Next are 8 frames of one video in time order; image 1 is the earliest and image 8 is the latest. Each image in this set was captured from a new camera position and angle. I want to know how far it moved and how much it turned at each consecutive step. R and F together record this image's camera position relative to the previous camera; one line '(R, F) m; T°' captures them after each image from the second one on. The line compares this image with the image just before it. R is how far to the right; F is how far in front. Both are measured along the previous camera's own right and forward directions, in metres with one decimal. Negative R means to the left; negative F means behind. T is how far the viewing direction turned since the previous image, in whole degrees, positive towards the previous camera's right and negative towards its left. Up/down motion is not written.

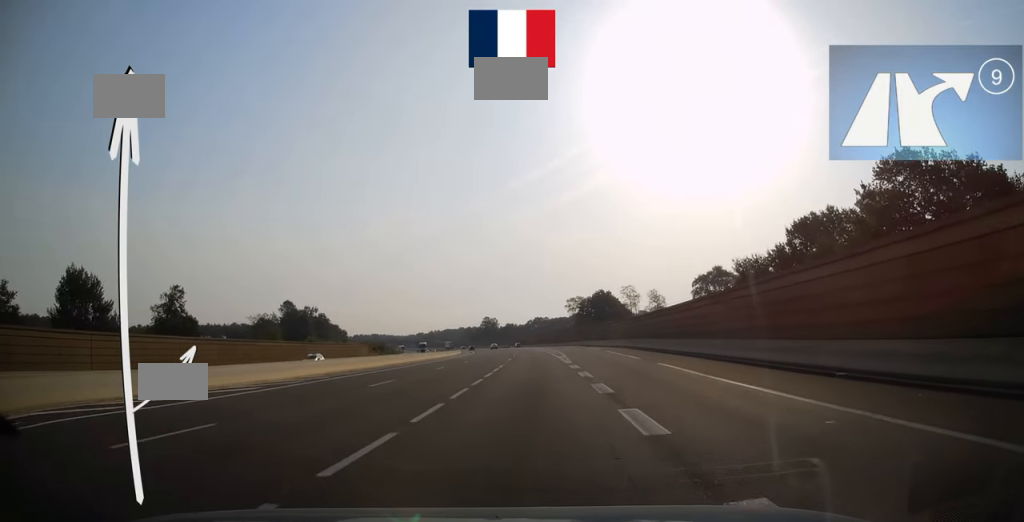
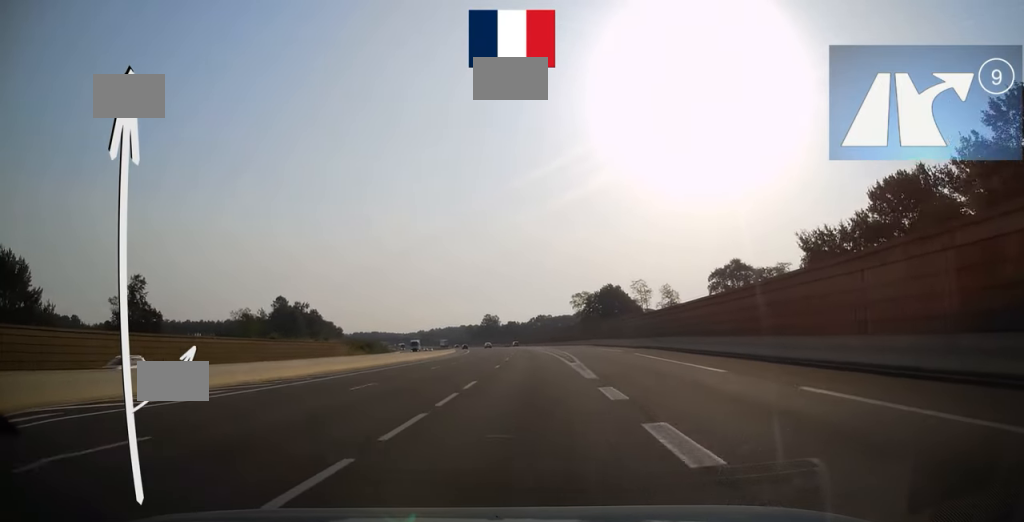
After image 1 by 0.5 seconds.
(+0.1, +15.2) m; -1°
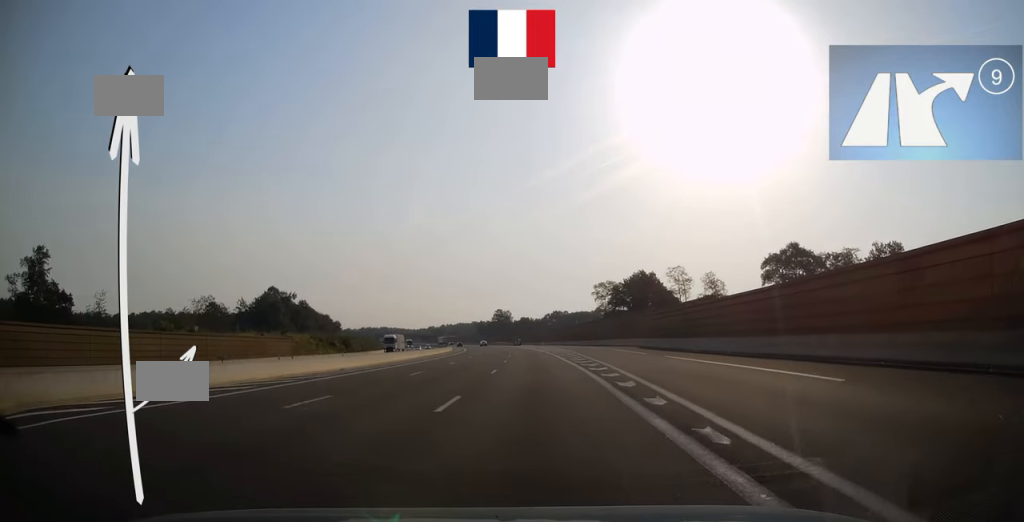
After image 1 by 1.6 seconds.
(-0.4, +31.4) m; -1°
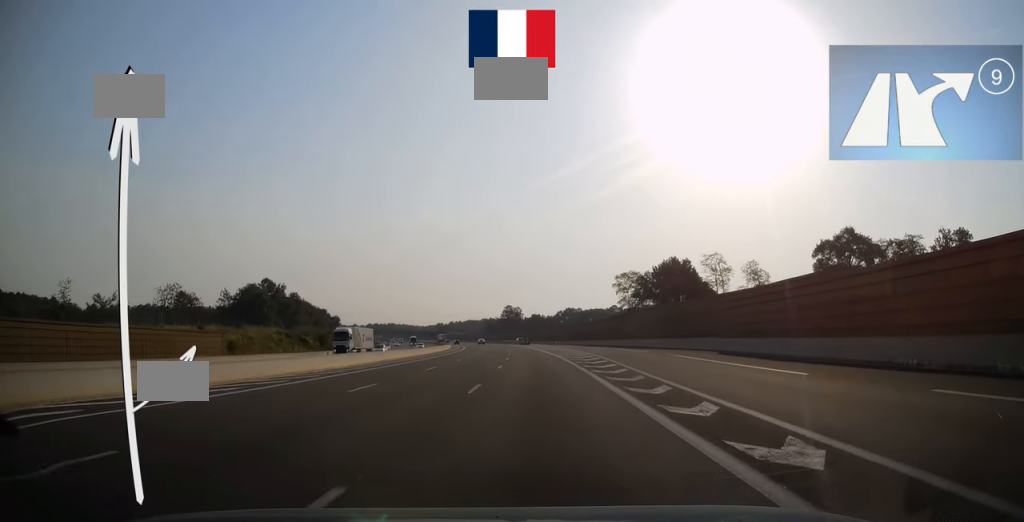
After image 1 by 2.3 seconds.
(0.0, +22.1) m; -1°
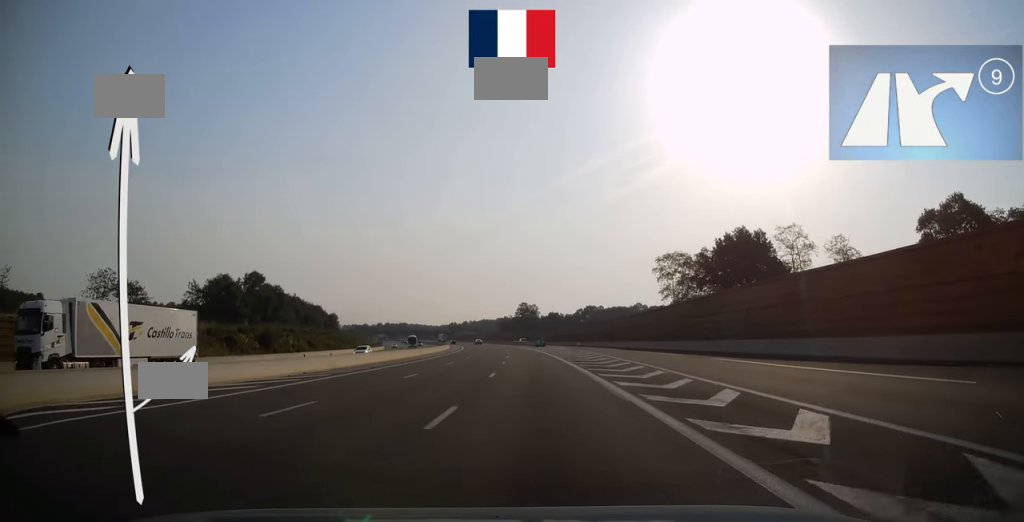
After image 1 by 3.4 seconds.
(-0.8, +31.9) m; -2°
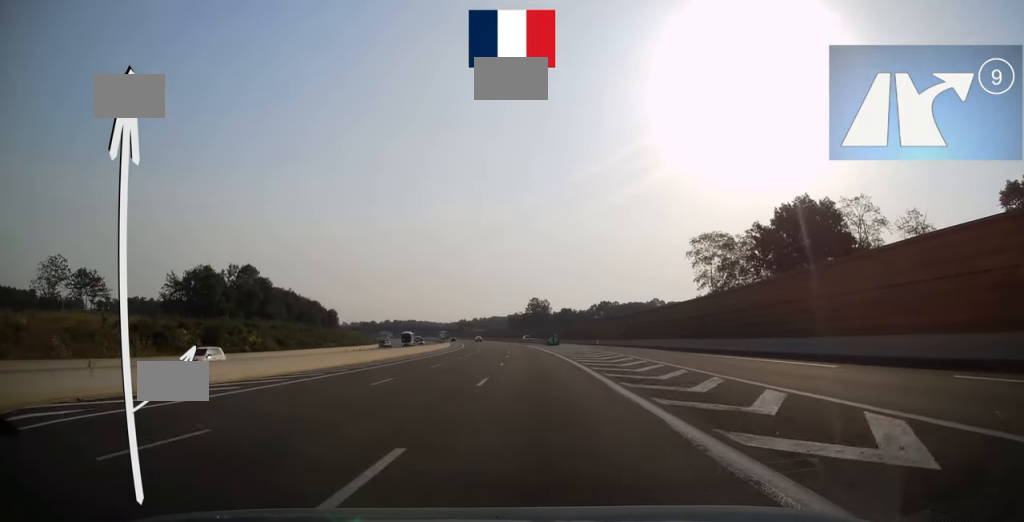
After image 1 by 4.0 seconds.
(-0.1, +18.1) m; -1°
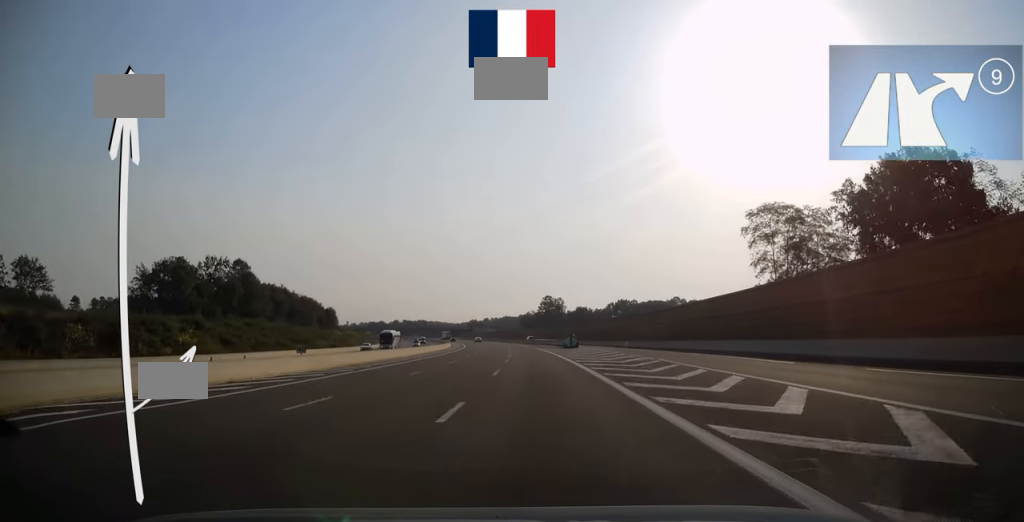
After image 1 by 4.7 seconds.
(-0.1, +20.6) m; -1°
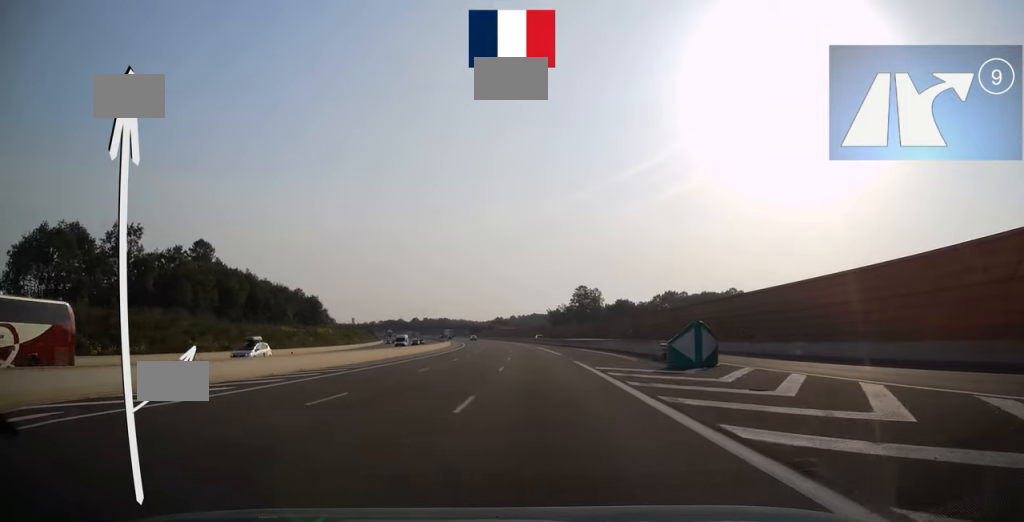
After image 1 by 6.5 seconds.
(-1.0, +51.1) m; -3°
